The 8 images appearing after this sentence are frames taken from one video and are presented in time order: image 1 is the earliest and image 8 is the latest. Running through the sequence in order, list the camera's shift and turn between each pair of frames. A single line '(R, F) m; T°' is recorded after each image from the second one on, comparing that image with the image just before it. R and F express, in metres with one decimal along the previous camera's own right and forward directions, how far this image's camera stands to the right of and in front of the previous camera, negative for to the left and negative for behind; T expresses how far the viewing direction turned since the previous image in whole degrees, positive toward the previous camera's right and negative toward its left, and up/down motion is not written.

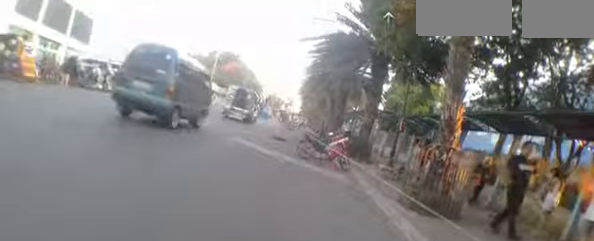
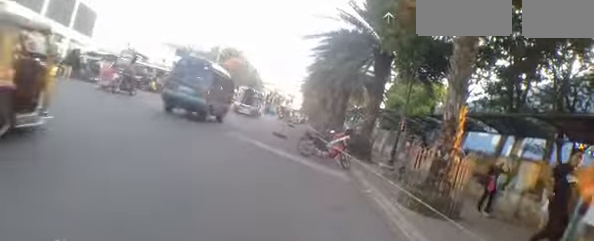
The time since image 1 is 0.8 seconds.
(0.0, 0.0) m; 0°
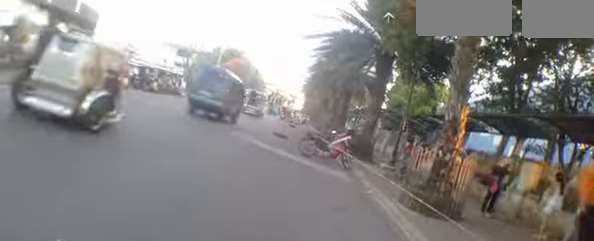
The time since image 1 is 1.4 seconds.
(0.0, 0.0) m; 0°
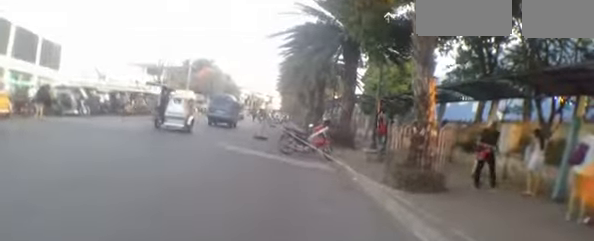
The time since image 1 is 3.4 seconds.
(0.0, 0.0) m; 0°
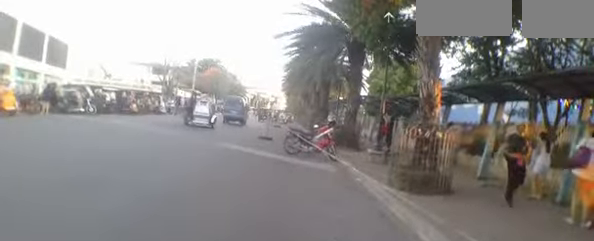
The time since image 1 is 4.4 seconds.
(0.0, 0.0) m; 0°
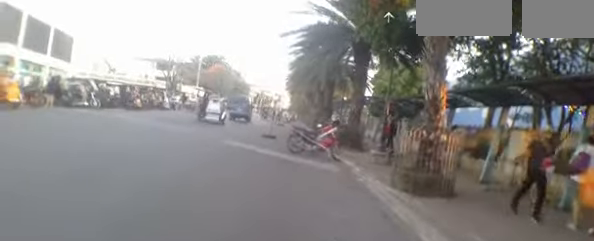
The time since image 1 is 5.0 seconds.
(0.0, 0.0) m; 0°
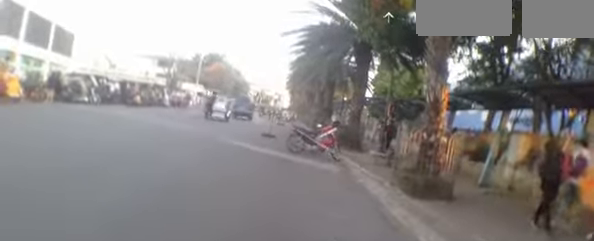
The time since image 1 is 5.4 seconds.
(0.0, 0.0) m; 0°
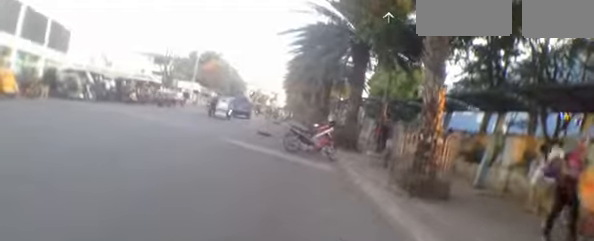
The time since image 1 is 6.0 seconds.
(0.0, 0.0) m; 0°
